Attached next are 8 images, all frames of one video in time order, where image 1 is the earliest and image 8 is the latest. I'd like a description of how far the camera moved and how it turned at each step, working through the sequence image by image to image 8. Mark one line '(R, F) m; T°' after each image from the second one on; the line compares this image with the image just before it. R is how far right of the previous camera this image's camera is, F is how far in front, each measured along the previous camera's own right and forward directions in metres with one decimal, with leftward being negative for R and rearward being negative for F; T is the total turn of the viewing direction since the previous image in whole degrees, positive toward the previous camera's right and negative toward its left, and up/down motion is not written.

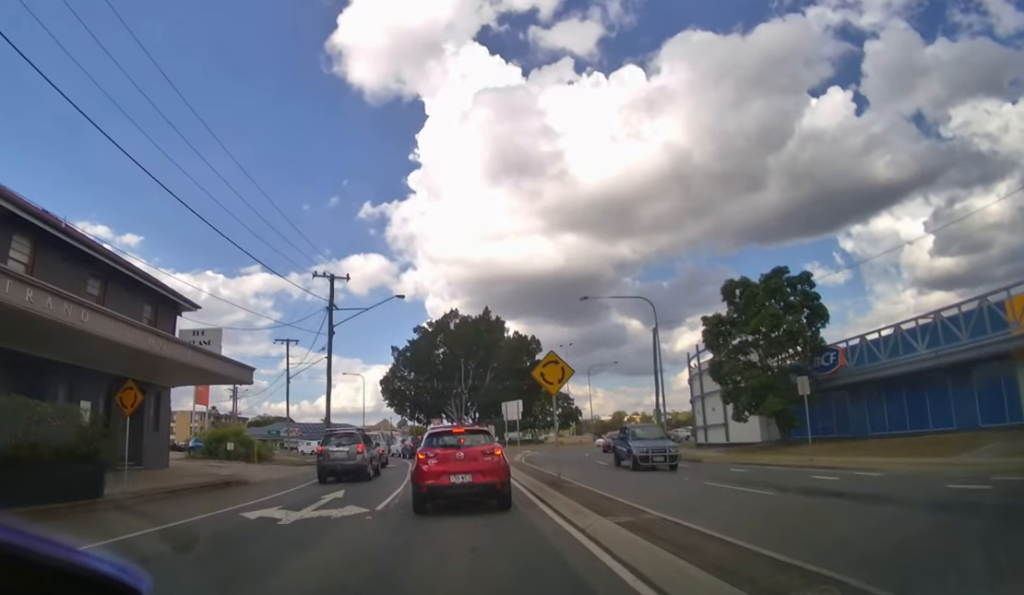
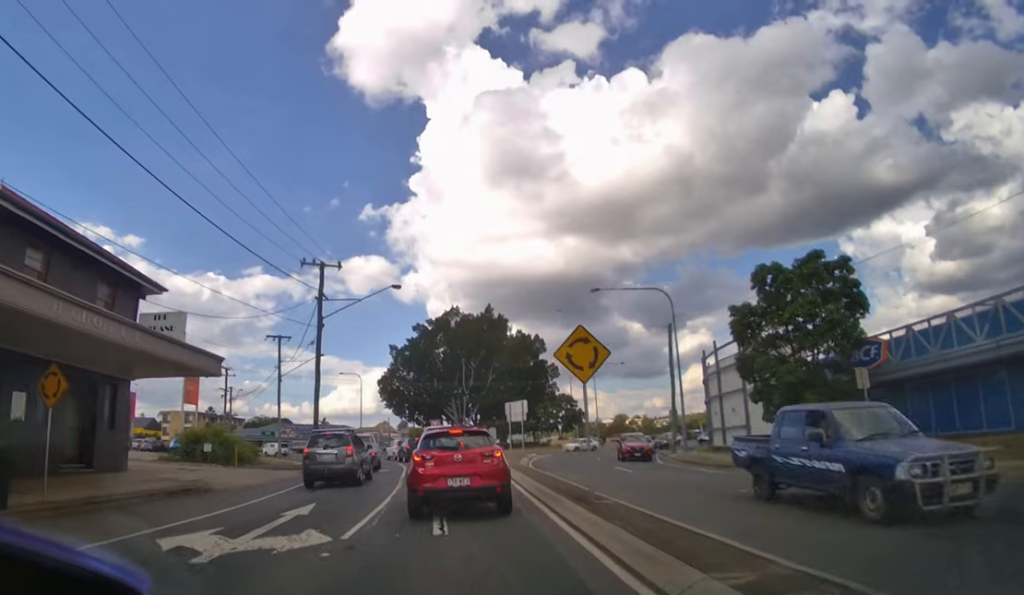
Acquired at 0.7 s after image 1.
(+0.1, +3.7) m; +1°
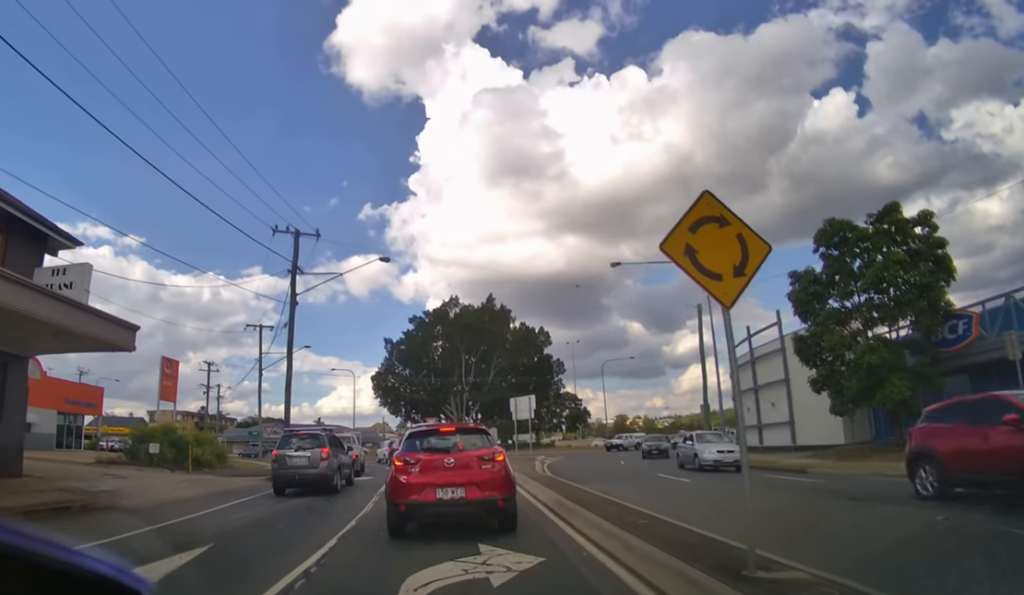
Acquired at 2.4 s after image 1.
(0.0, +5.5) m; -1°
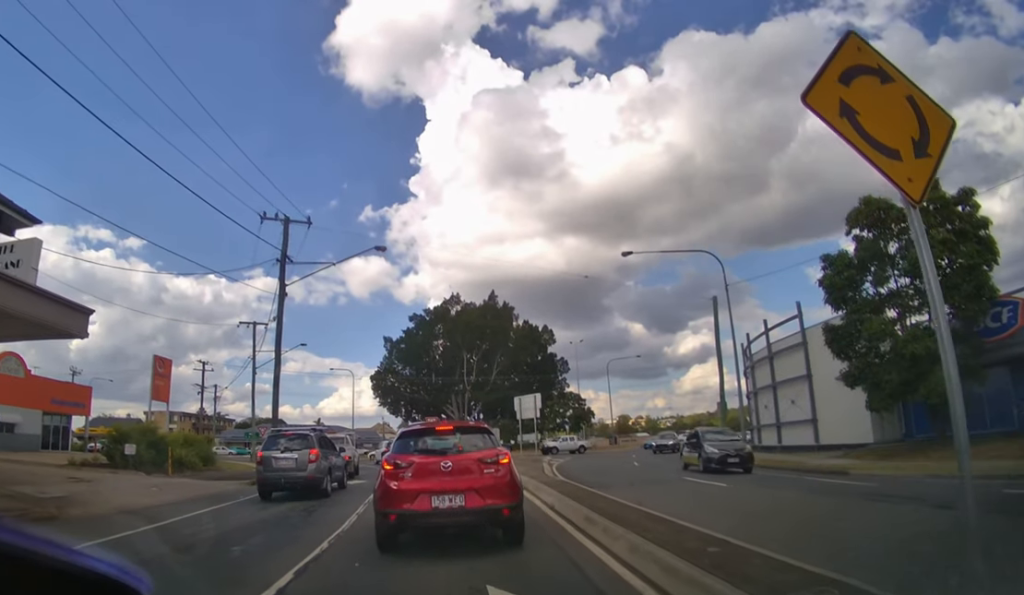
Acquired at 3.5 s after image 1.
(0.0, +2.0) m; 0°
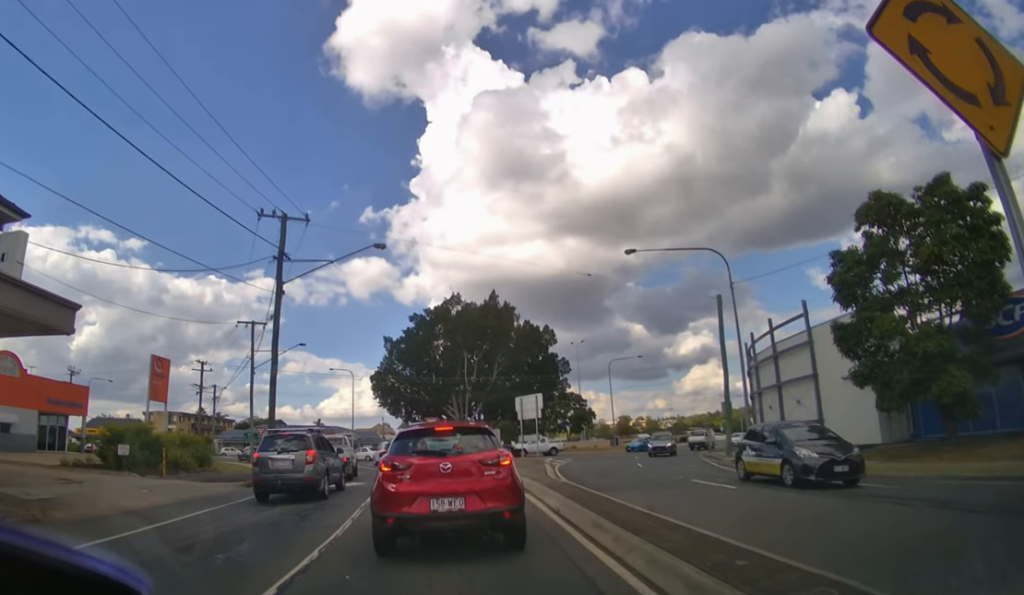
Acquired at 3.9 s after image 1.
(0.0, +0.5) m; 0°
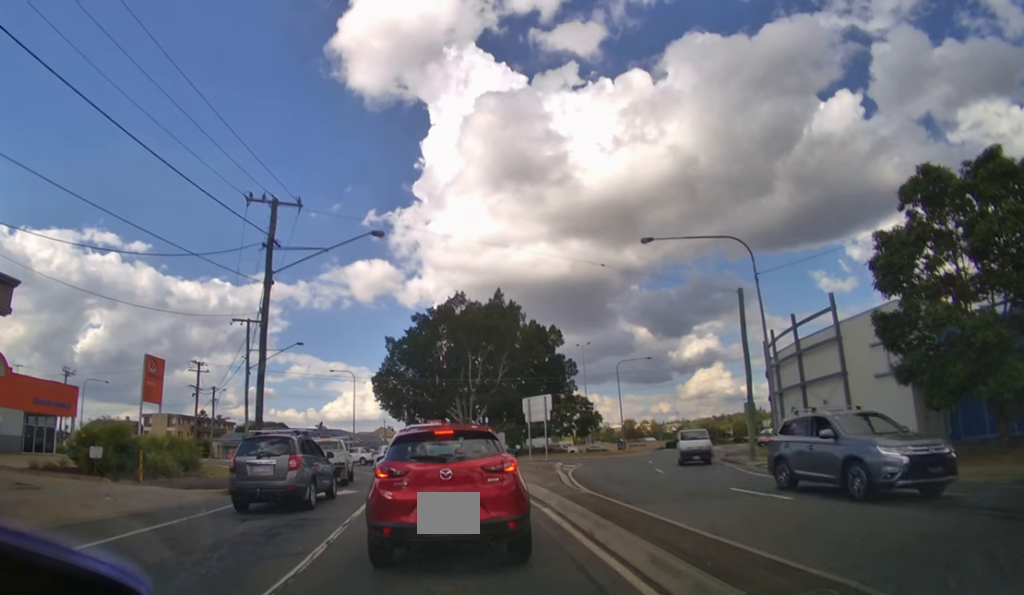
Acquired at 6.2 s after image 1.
(0.0, +1.6) m; 0°
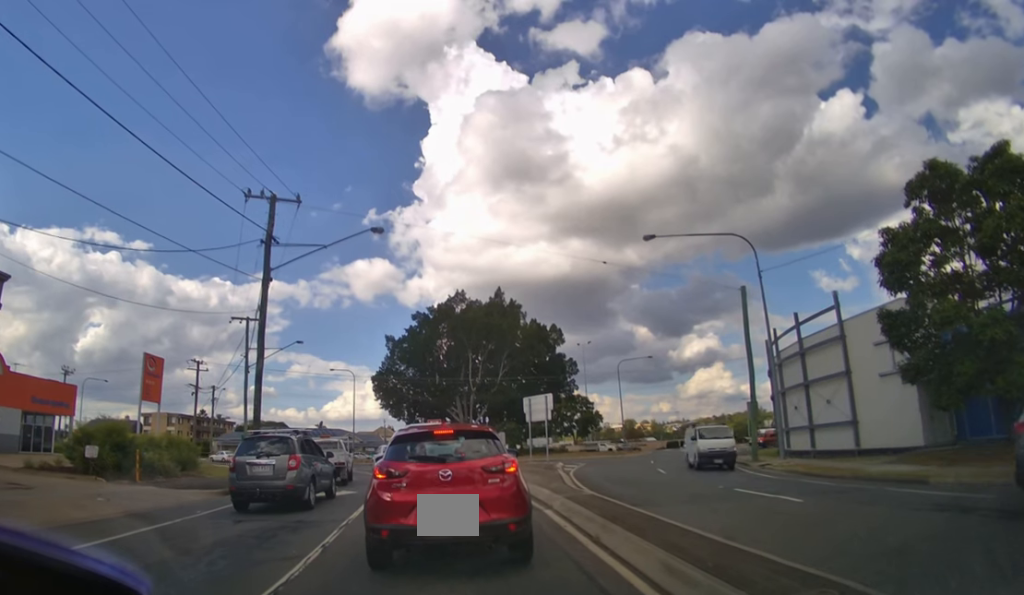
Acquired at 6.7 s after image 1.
(0.0, +0.2) m; 0°
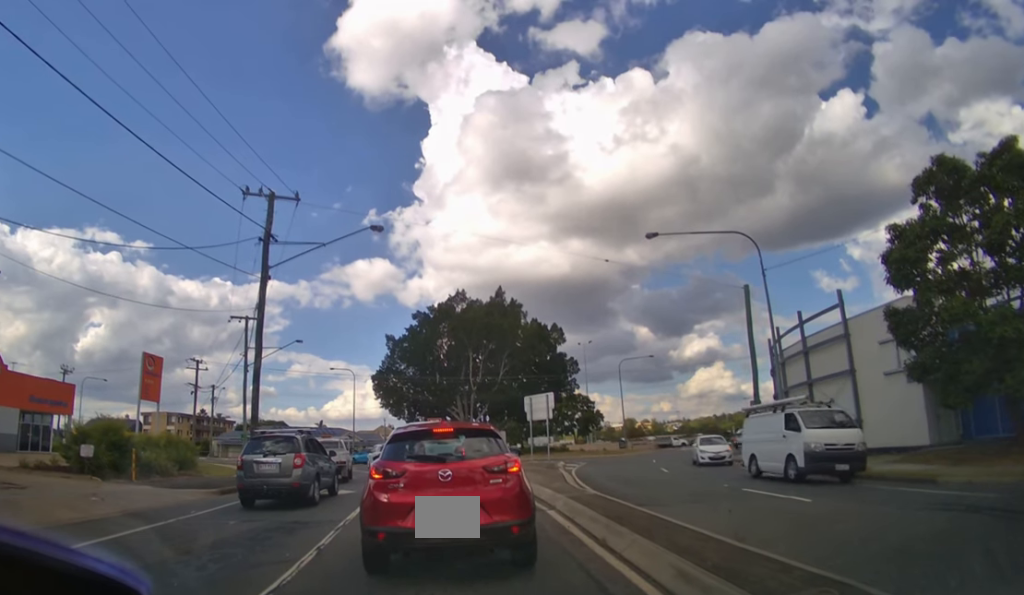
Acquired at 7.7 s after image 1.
(+0.1, +0.3) m; 0°
